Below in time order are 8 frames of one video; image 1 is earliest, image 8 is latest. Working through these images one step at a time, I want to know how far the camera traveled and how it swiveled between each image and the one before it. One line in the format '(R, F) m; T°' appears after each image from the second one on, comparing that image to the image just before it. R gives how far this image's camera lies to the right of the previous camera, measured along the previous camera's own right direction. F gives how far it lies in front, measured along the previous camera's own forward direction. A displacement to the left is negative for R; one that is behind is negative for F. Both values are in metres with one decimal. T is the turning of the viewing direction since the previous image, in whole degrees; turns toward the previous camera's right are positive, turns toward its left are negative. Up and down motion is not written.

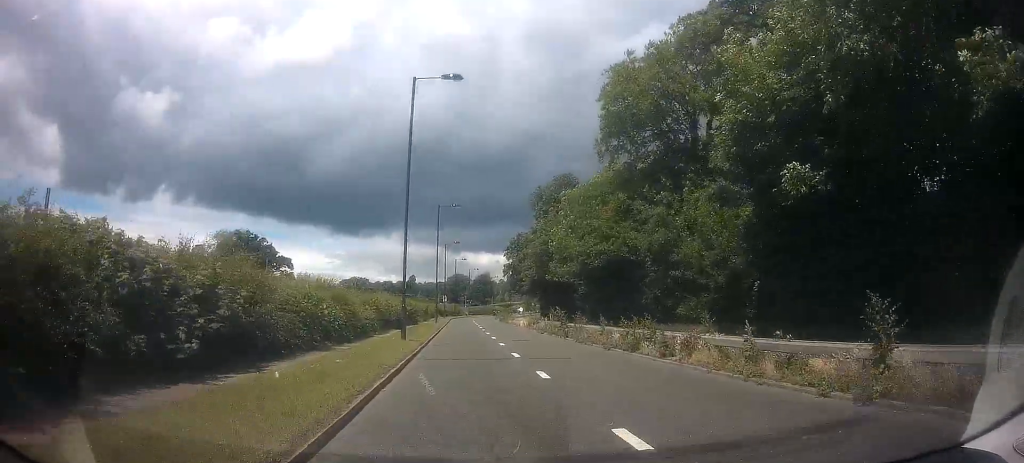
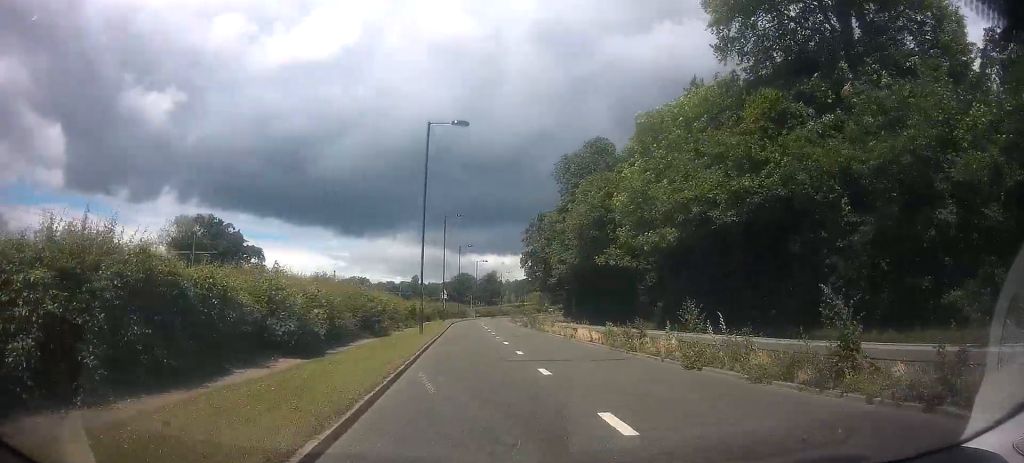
(-0.4, +21.7) m; -1°
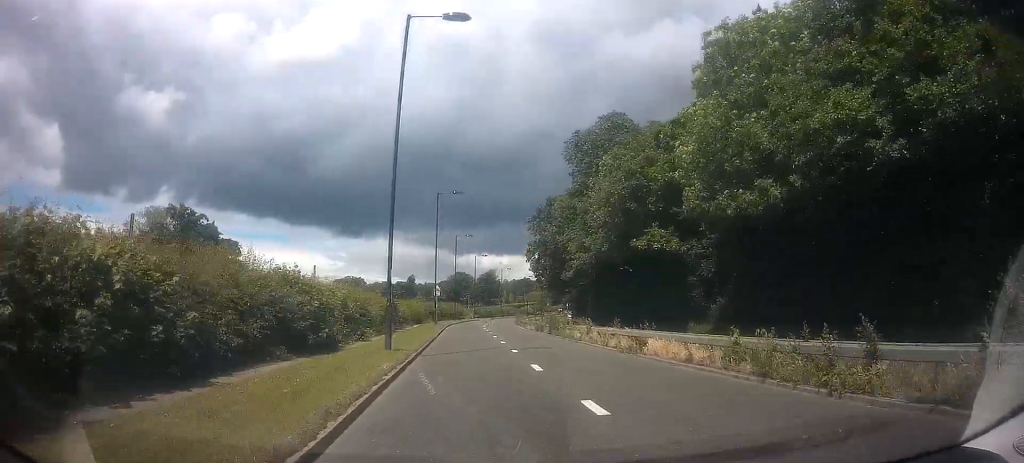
(+0.2, +10.3) m; +1°
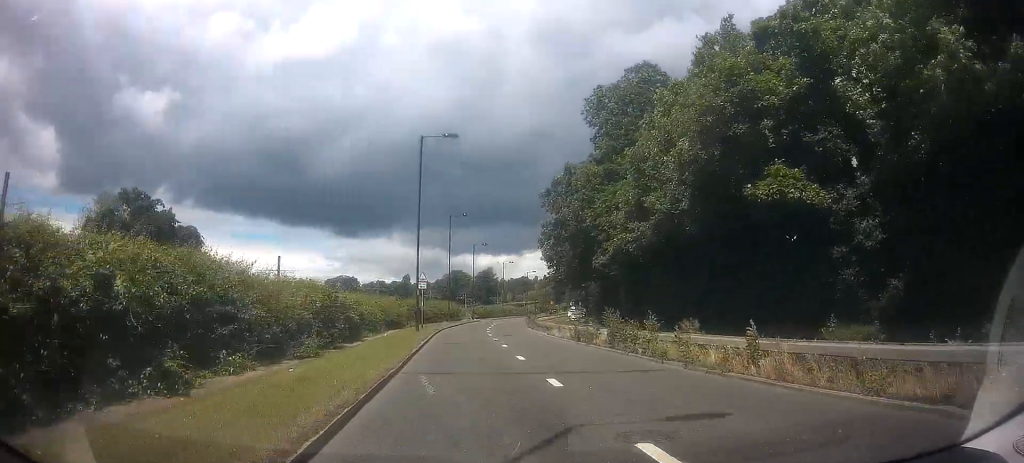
(+0.2, +14.1) m; 0°
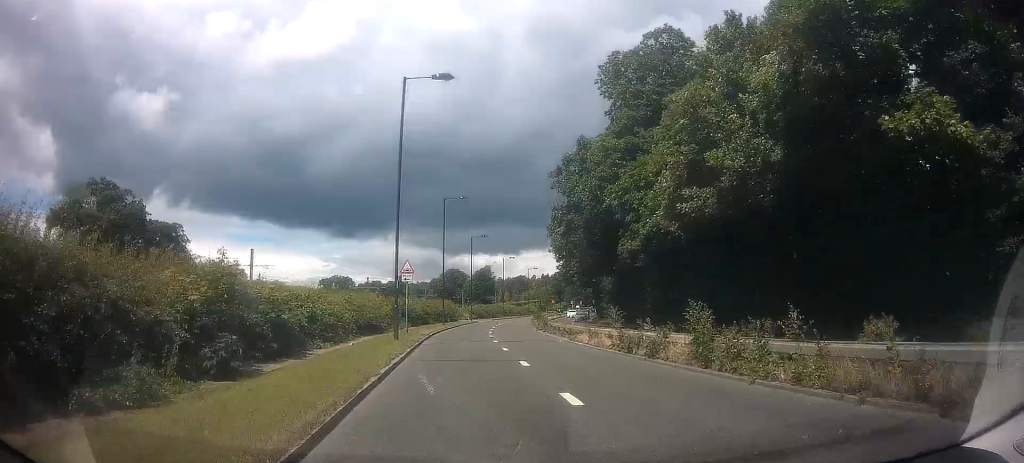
(+0.1, +7.8) m; -1°
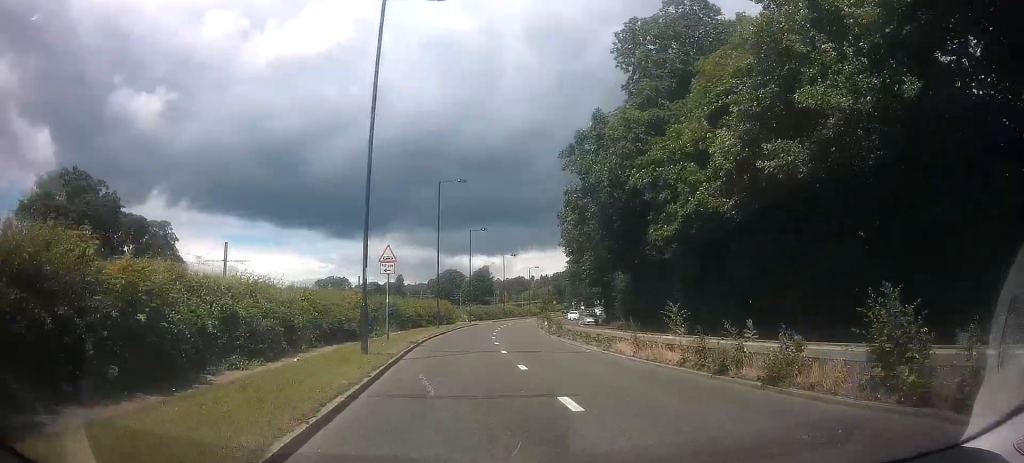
(-0.2, +6.2) m; 0°
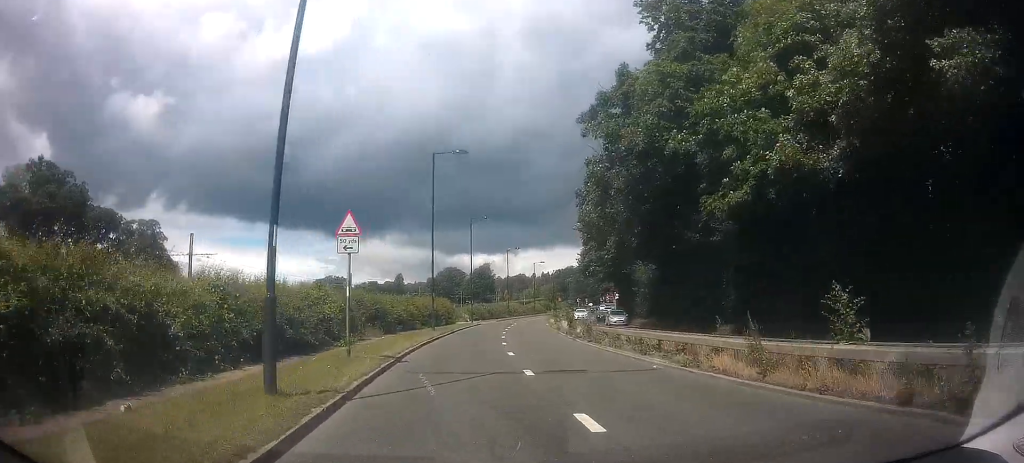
(-0.1, +7.2) m; 0°
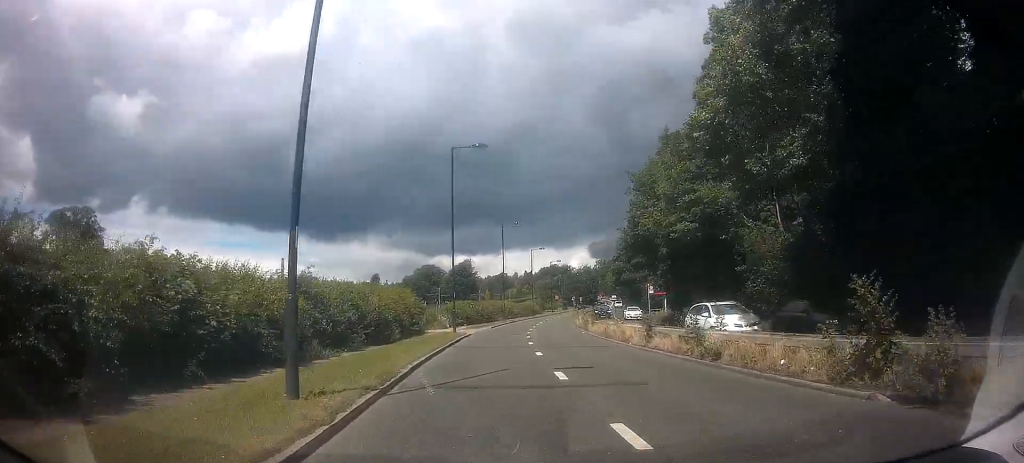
(+0.3, +23.7) m; +1°
